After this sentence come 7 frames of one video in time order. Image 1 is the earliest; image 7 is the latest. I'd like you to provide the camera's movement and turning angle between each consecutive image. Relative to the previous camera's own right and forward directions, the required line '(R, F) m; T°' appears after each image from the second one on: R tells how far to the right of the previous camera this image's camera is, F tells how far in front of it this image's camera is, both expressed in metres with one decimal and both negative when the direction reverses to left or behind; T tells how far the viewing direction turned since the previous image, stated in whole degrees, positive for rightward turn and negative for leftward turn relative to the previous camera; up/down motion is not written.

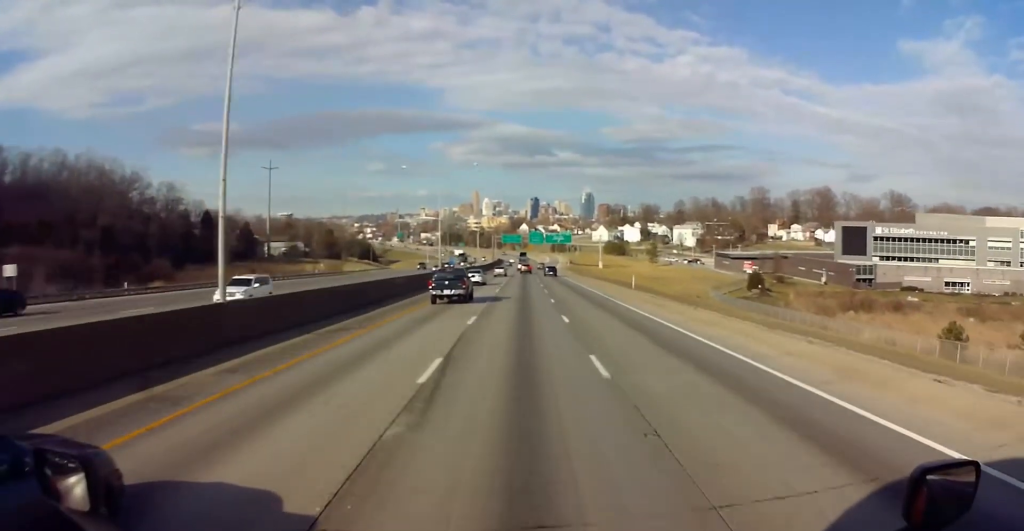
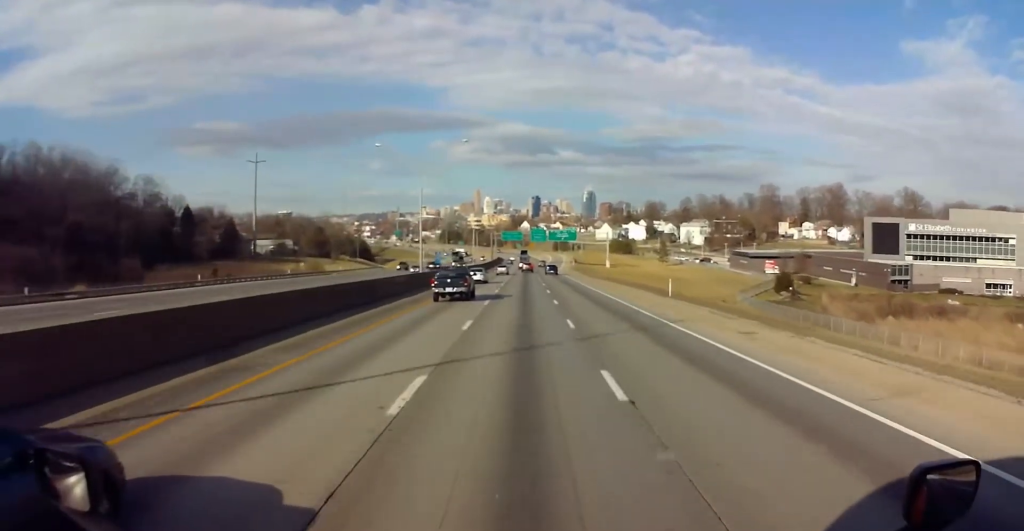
(-0.2, +14.7) m; 0°
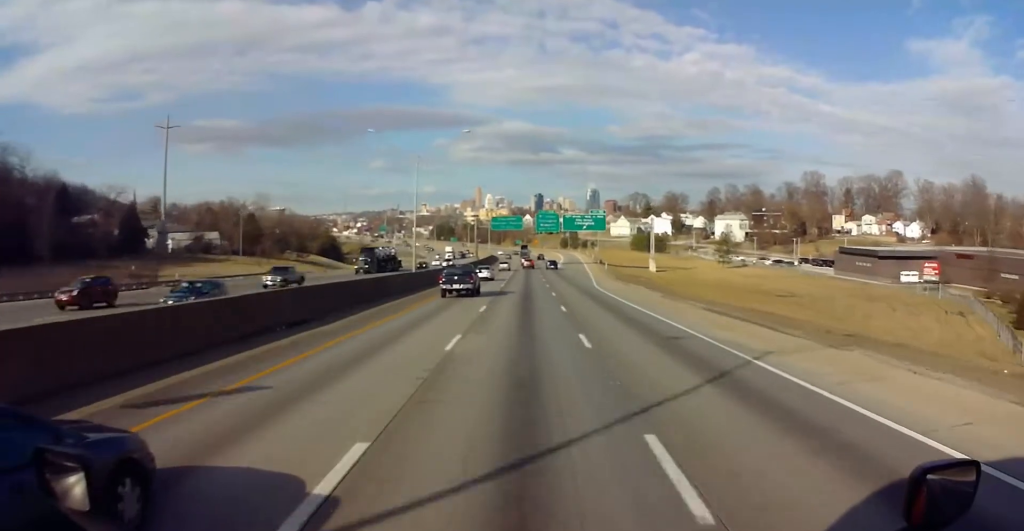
(+0.7, +64.5) m; 0°
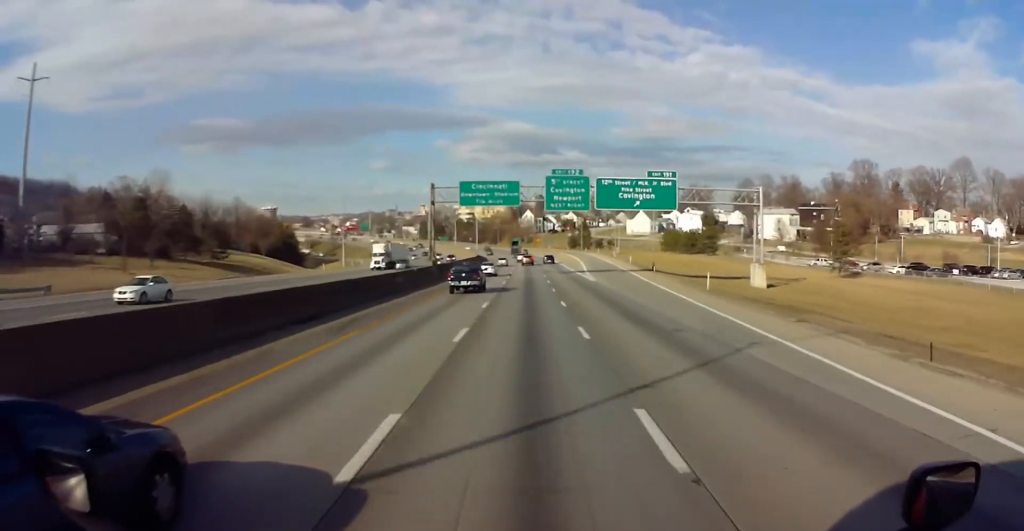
(-0.6, +56.3) m; -1°
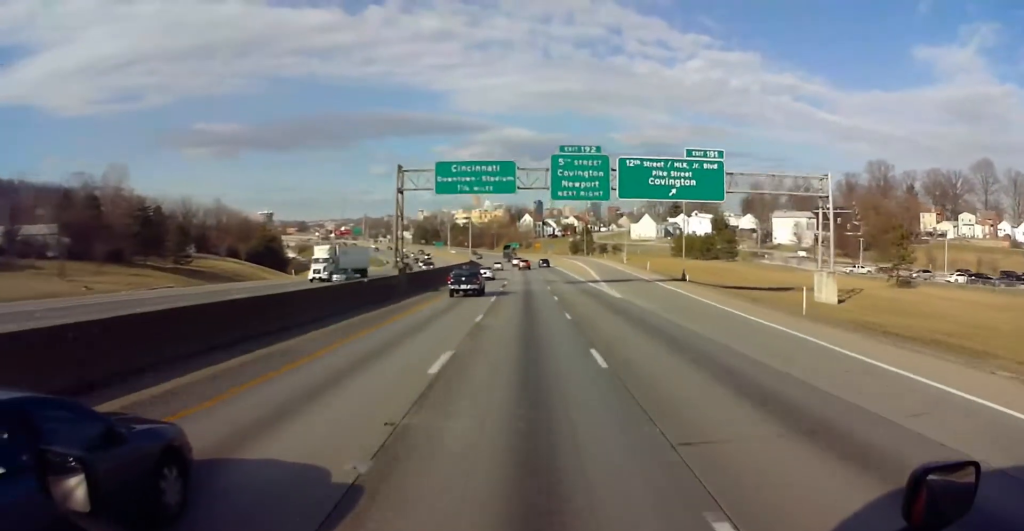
(0.0, +15.3) m; 0°
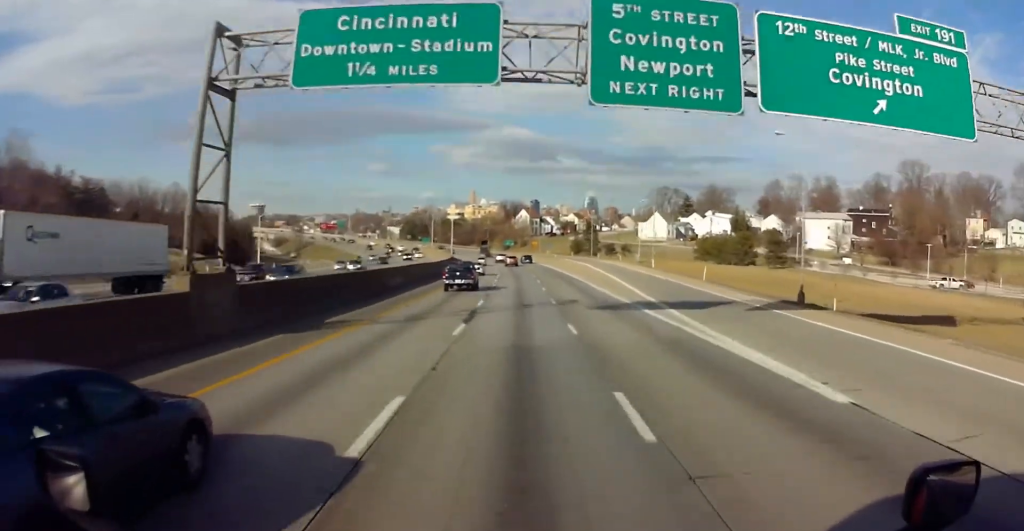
(+0.1, +27.9) m; 0°
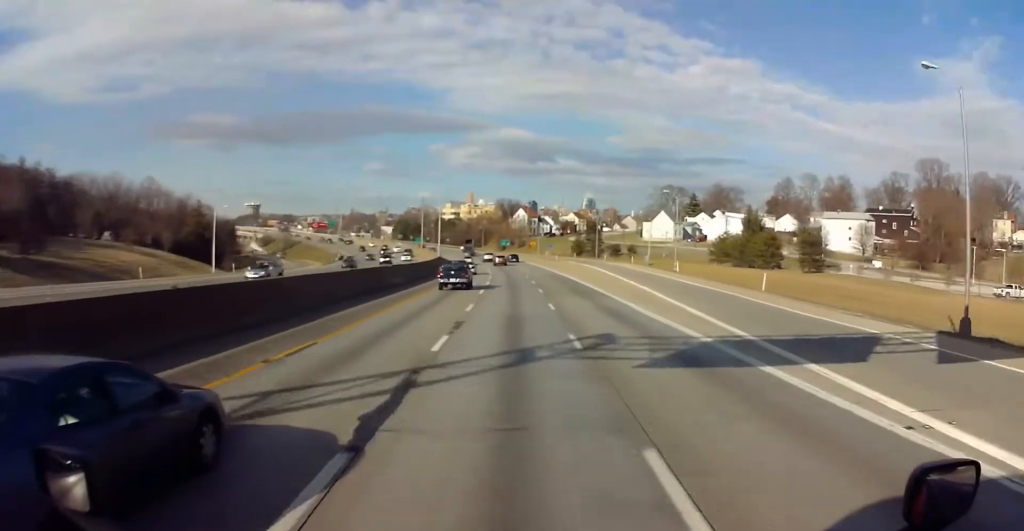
(0.0, +15.2) m; 0°
